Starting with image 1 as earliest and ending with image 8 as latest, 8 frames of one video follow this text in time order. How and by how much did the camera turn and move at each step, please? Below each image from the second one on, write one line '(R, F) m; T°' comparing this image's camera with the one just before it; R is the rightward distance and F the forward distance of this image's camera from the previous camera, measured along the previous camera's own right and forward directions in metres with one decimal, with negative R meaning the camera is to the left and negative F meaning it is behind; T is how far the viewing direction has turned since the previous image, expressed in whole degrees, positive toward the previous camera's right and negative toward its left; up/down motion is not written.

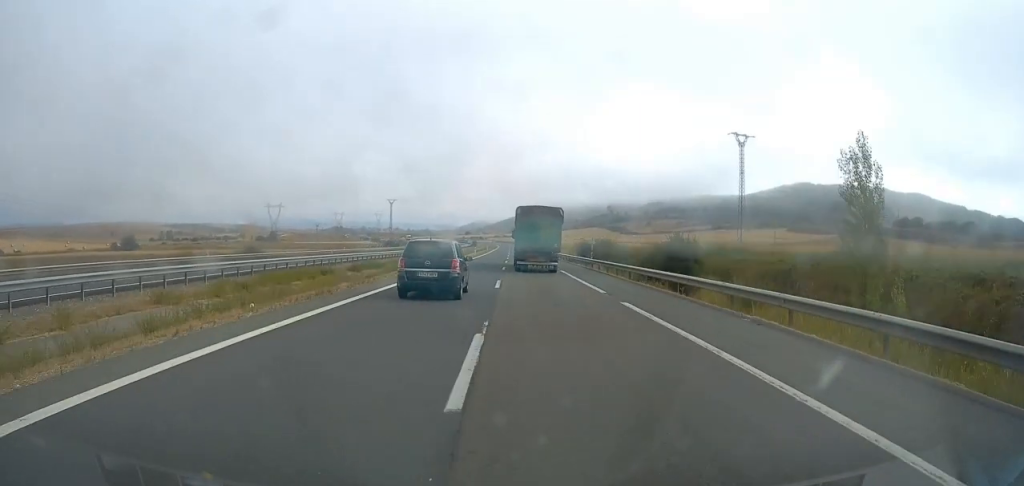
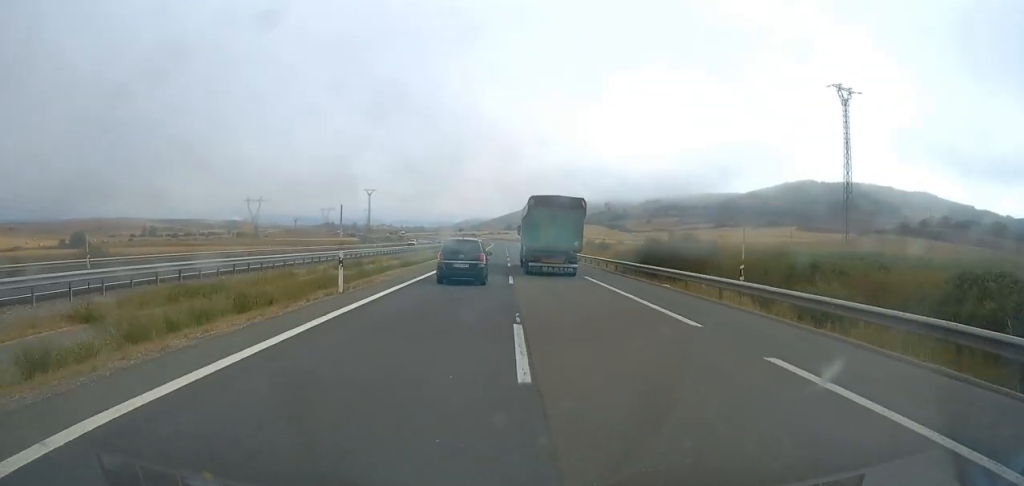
(+0.1, +33.7) m; +1°
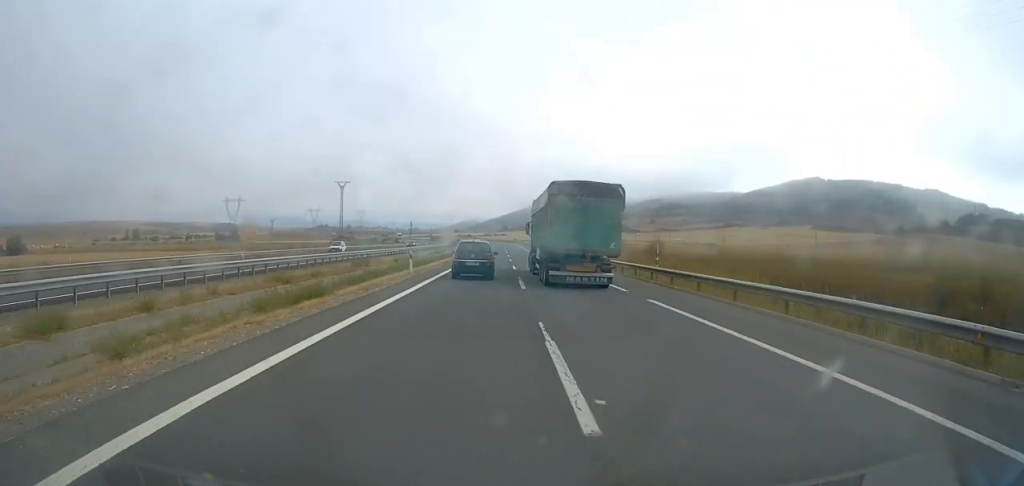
(+0.2, +36.4) m; +1°
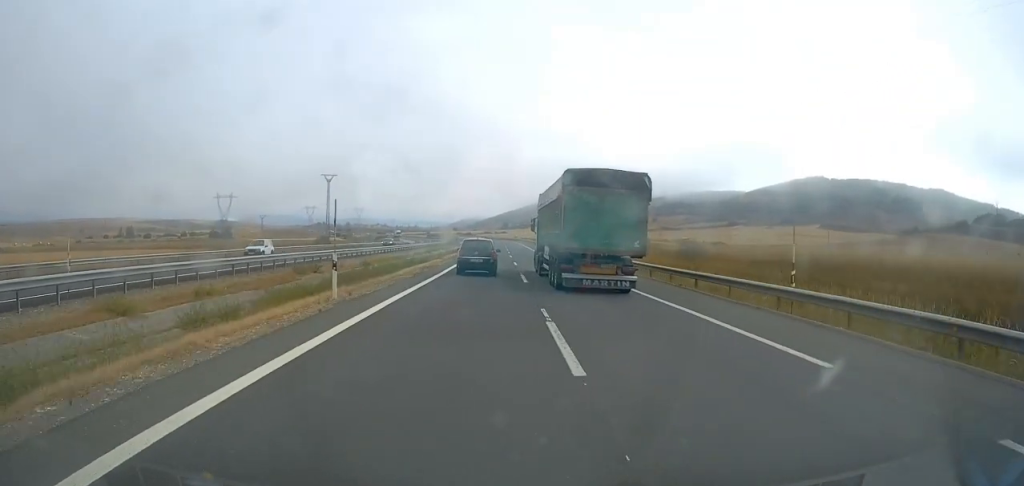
(0.0, +15.2) m; 0°
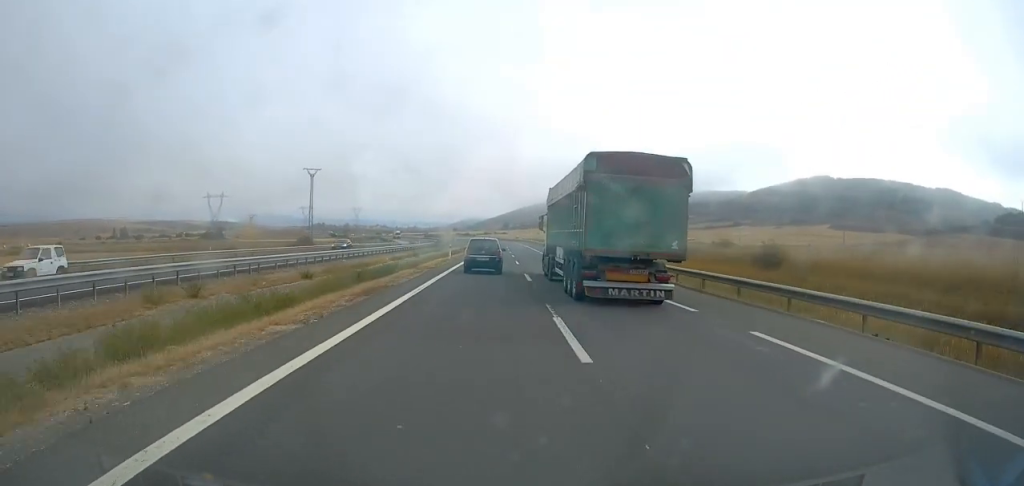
(+0.1, +16.3) m; 0°
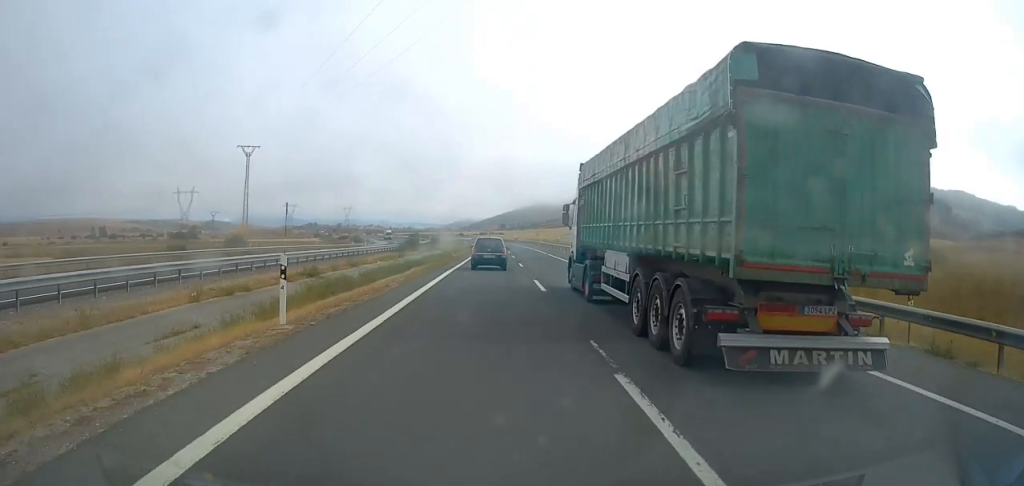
(-0.3, +40.4) m; 0°
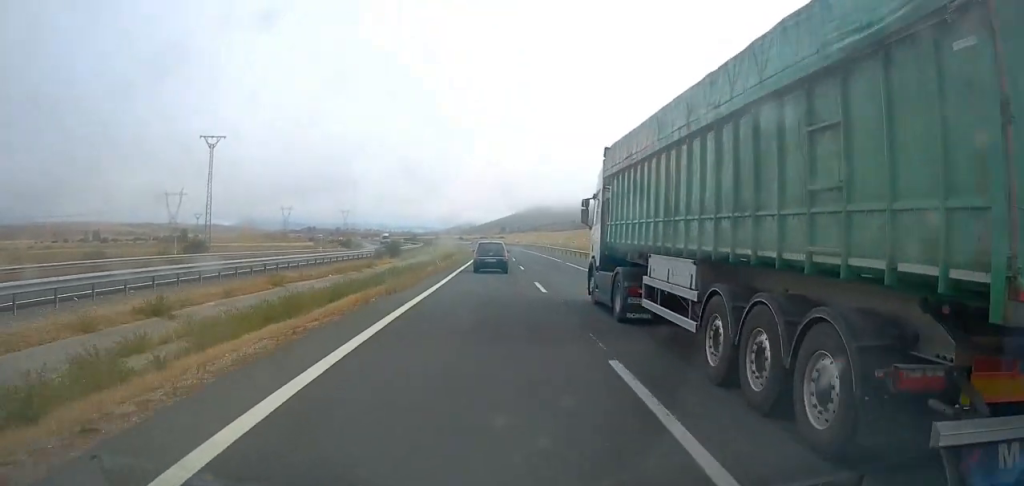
(+0.2, +16.3) m; 0°
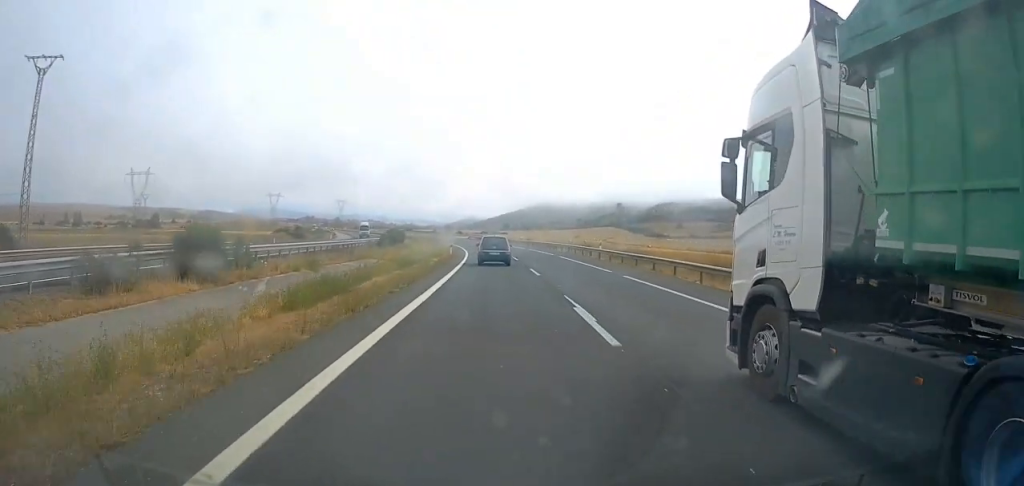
(+0.1, +45.7) m; 0°
